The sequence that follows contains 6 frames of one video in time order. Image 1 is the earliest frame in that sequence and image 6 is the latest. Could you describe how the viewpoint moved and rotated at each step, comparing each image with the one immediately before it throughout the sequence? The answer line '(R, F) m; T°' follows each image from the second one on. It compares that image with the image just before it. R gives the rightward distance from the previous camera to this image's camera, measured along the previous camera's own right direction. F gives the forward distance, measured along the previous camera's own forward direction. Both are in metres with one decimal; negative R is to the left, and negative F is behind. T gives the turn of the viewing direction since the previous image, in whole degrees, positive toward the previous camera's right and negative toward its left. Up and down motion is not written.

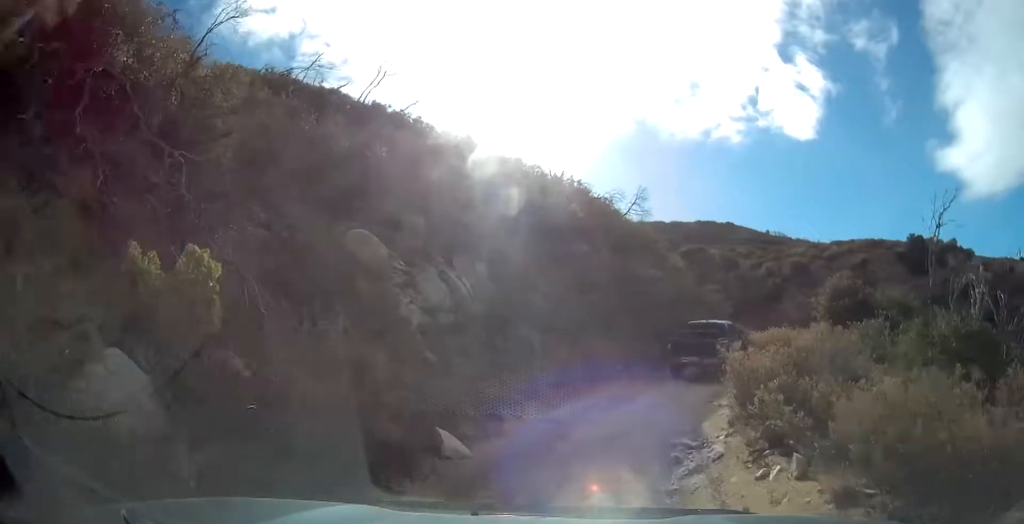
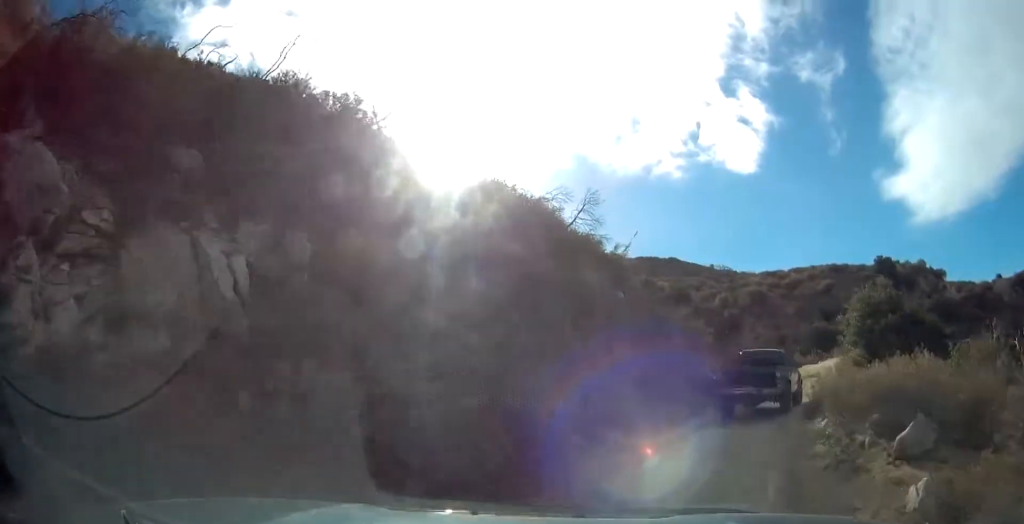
(+0.4, +8.2) m; +9°
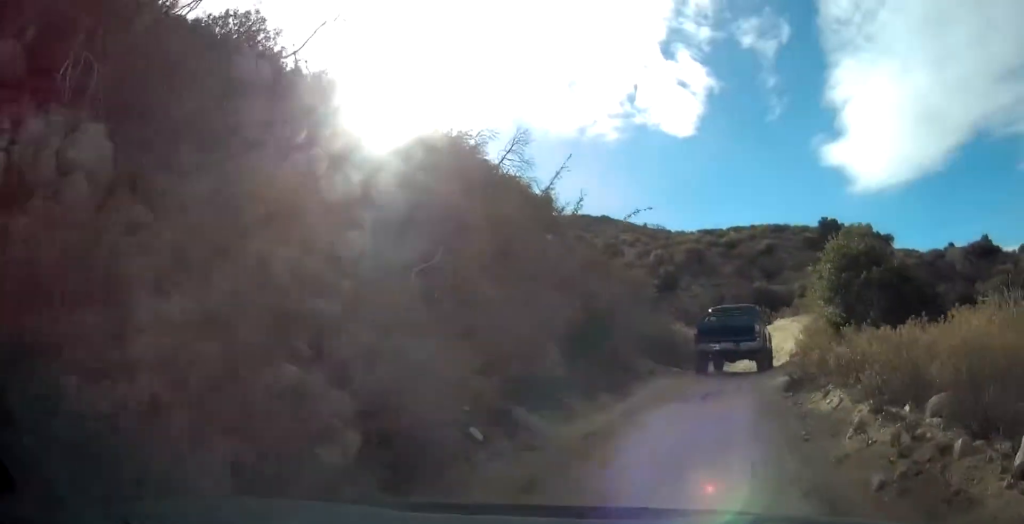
(+0.4, +3.3) m; +3°
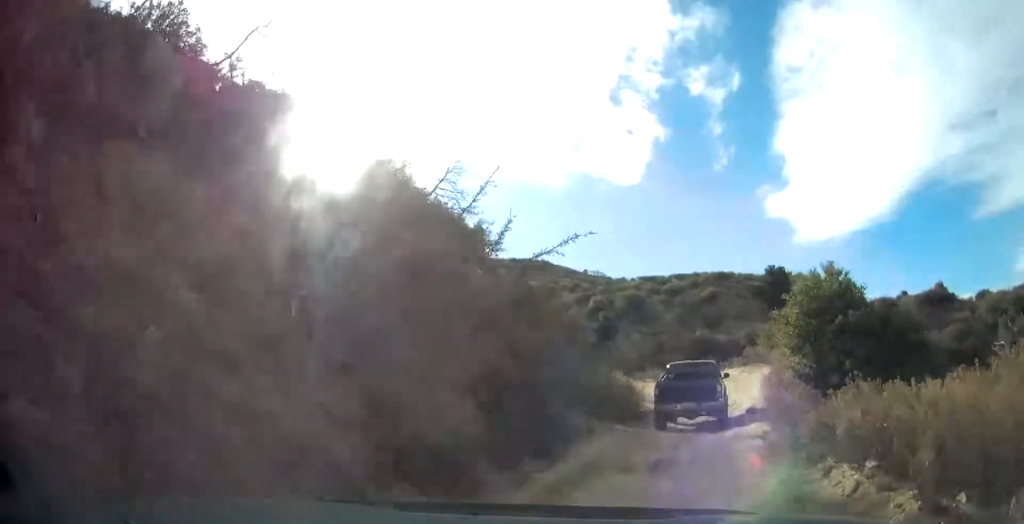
(-0.2, +2.5) m; +5°
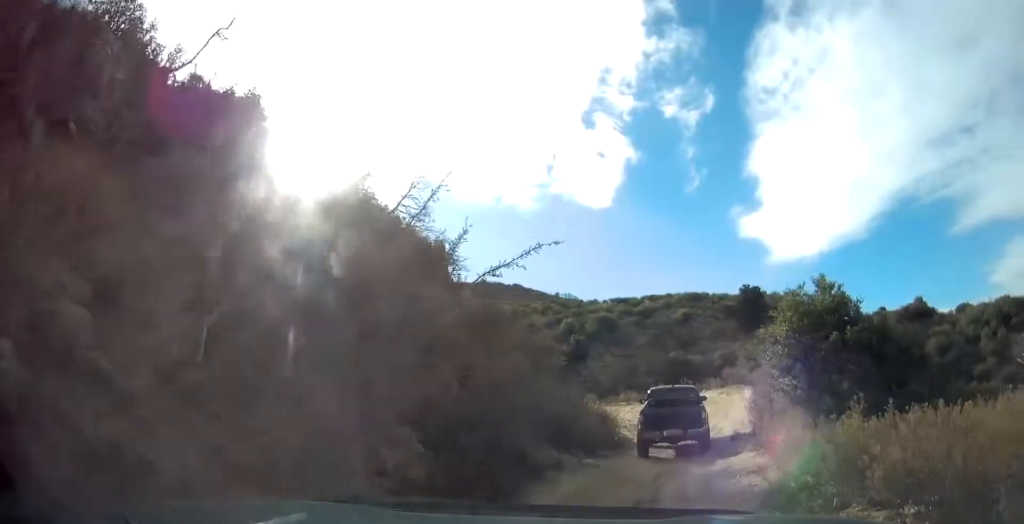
(-0.2, +1.7) m; +4°
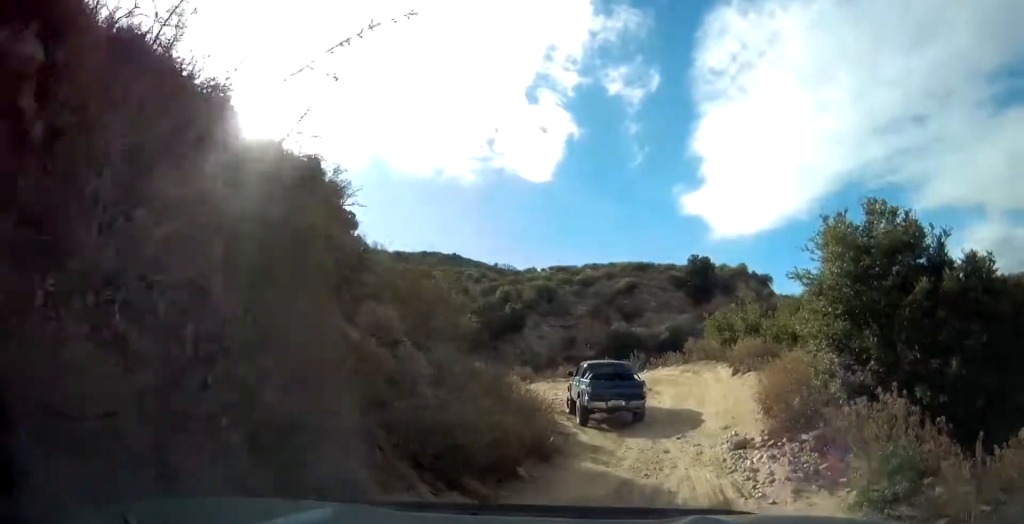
(+0.8, +6.0) m; +3°
